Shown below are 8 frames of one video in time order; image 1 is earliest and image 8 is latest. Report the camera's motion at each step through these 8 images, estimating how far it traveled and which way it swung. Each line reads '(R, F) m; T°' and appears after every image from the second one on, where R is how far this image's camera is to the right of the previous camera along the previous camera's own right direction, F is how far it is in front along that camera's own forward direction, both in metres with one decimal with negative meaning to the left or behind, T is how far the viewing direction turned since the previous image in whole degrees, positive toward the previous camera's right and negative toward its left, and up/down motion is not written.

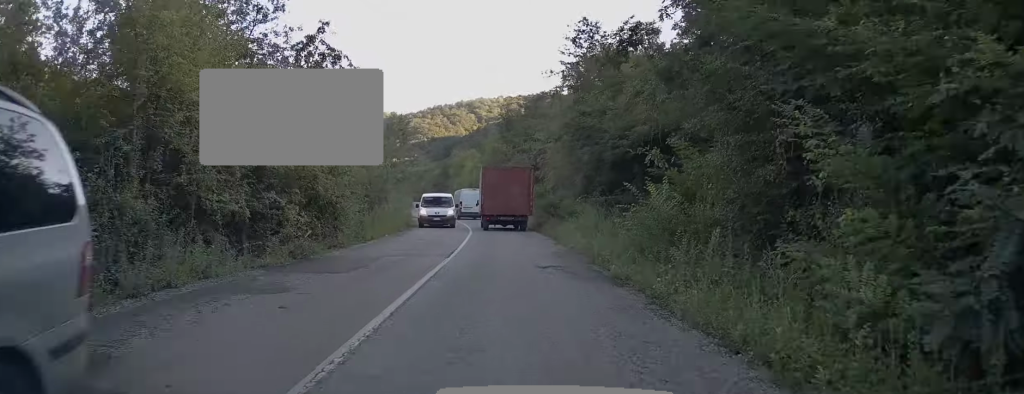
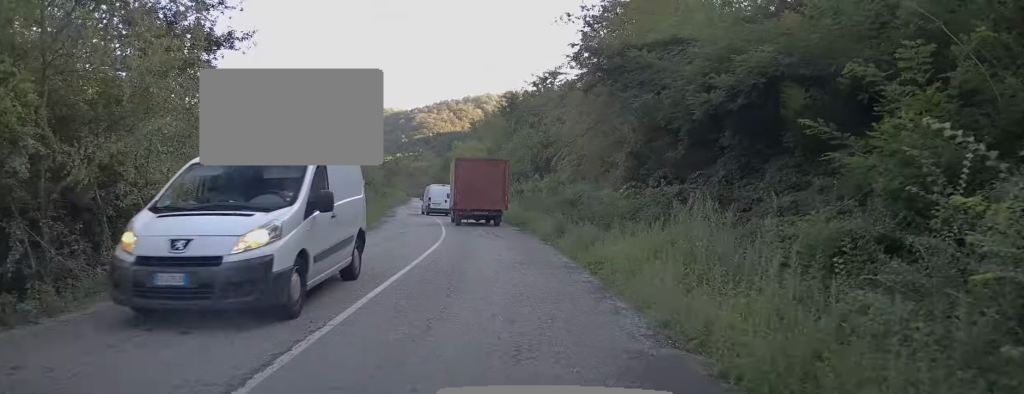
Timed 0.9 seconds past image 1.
(-0.1, +11.9) m; -2°
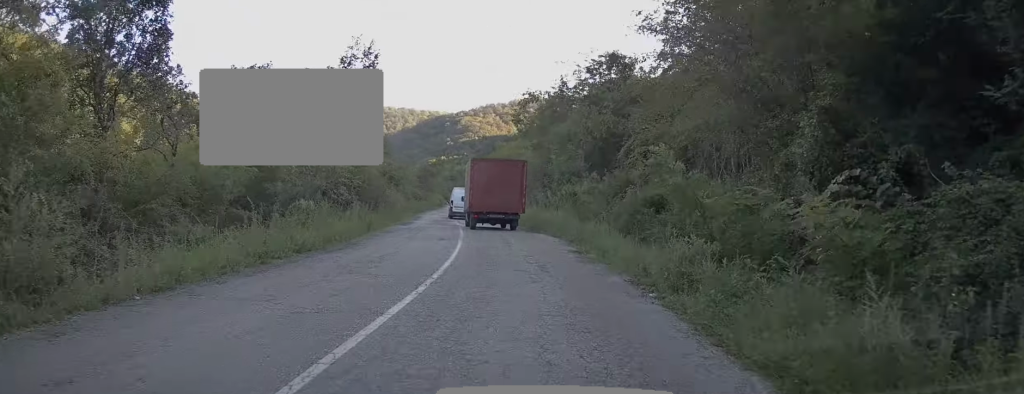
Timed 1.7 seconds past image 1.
(-0.3, +9.5) m; -2°
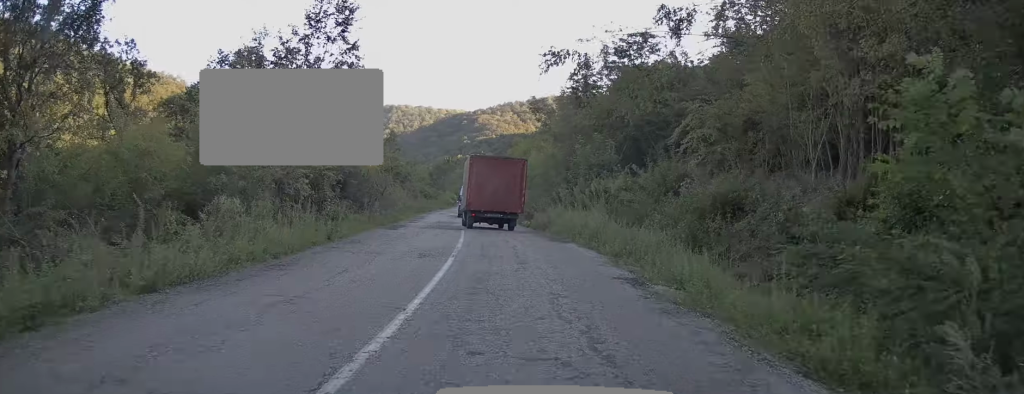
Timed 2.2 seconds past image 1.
(-0.1, +6.4) m; -2°
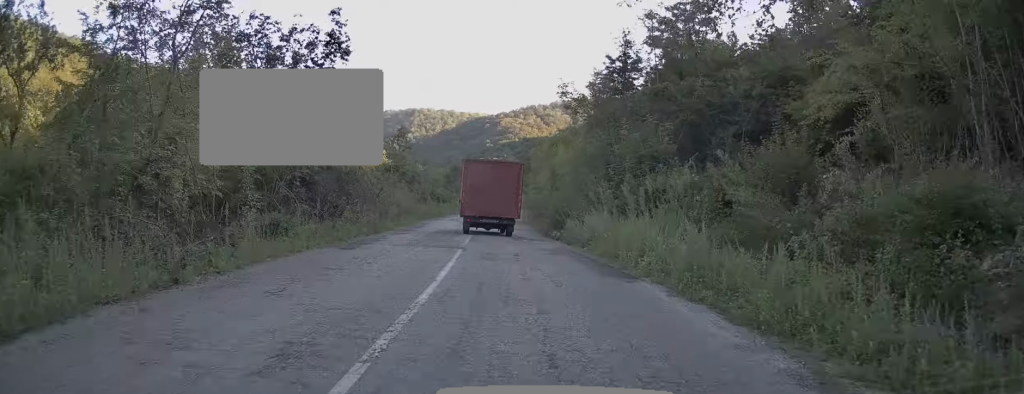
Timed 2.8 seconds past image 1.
(-0.1, +8.5) m; -2°
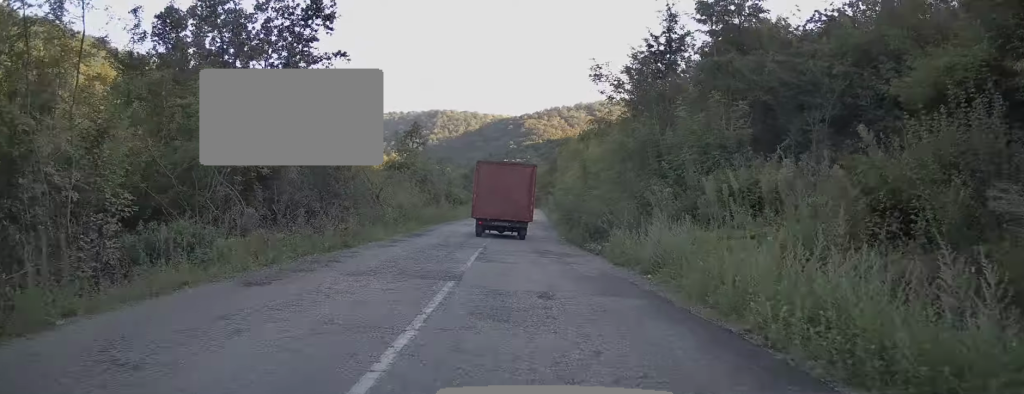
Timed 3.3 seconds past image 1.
(-0.1, +6.3) m; -1°
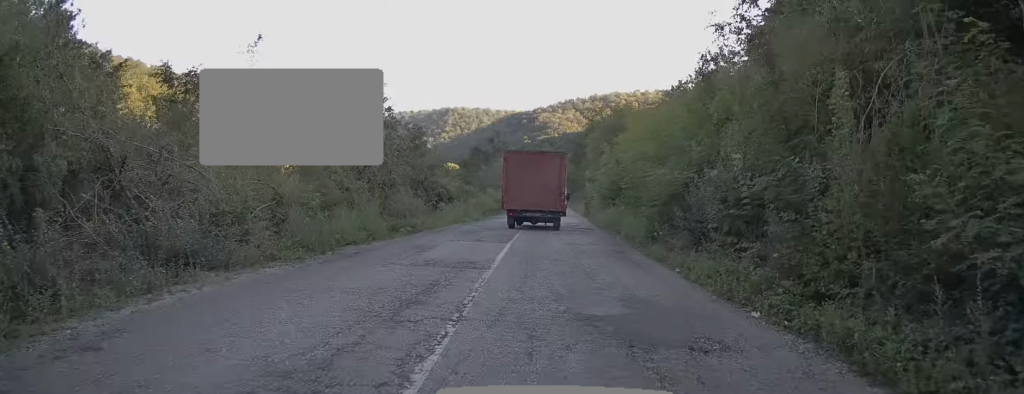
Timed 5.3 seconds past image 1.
(-0.6, +24.0) m; -2°
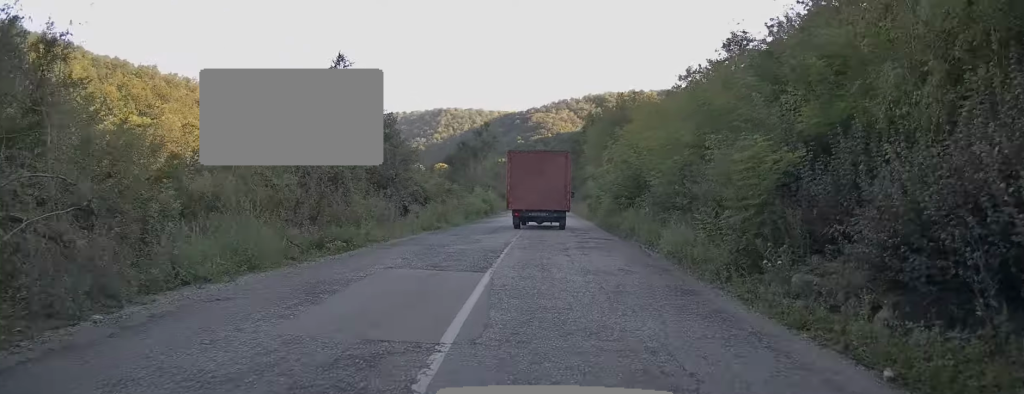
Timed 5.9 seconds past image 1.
(-0.1, +7.4) m; 0°
